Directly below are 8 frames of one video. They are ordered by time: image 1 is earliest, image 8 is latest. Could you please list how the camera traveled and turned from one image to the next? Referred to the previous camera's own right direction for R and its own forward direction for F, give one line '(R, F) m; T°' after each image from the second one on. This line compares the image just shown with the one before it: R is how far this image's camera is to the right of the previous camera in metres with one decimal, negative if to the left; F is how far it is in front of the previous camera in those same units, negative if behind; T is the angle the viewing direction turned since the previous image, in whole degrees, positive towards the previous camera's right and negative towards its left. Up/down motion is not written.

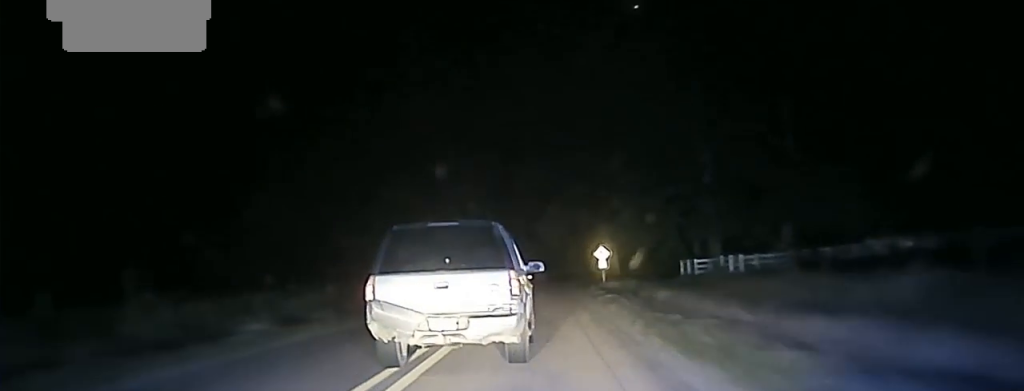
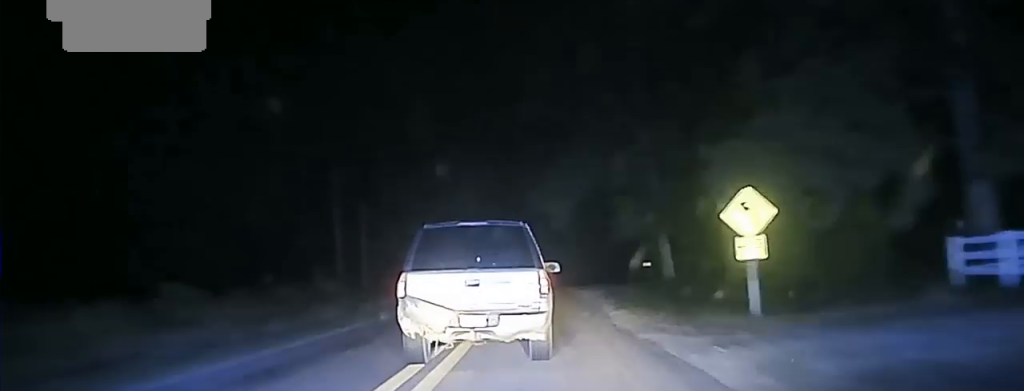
(0.0, +40.5) m; 0°
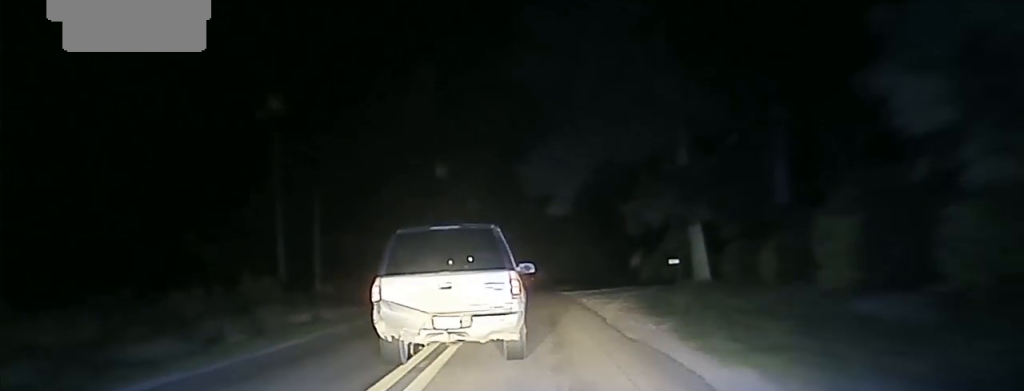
(-0.1, +12.4) m; 0°
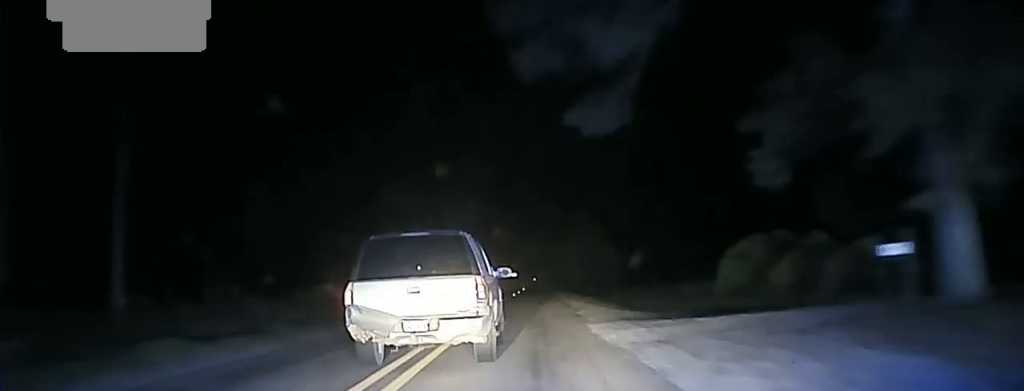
(-0.2, +28.0) m; 0°
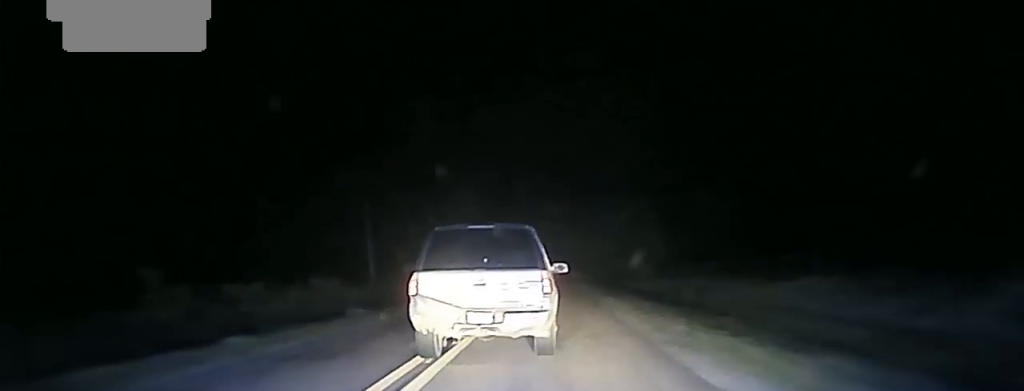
(+0.1, +46.5) m; 0°
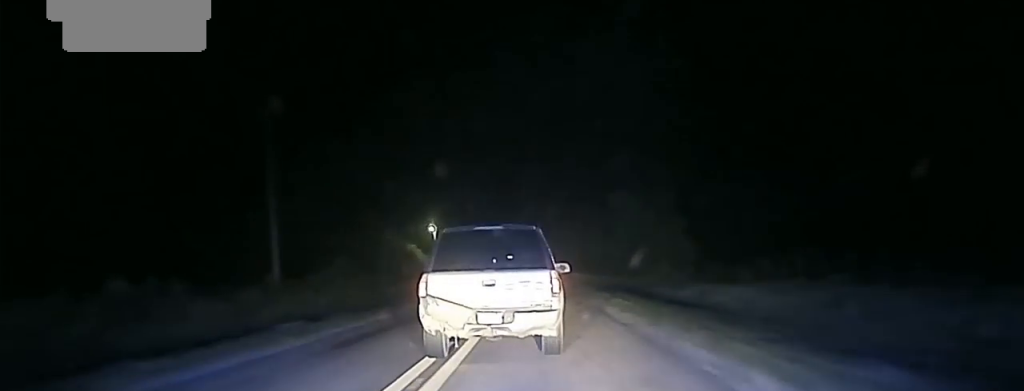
(-0.1, +29.5) m; 0°
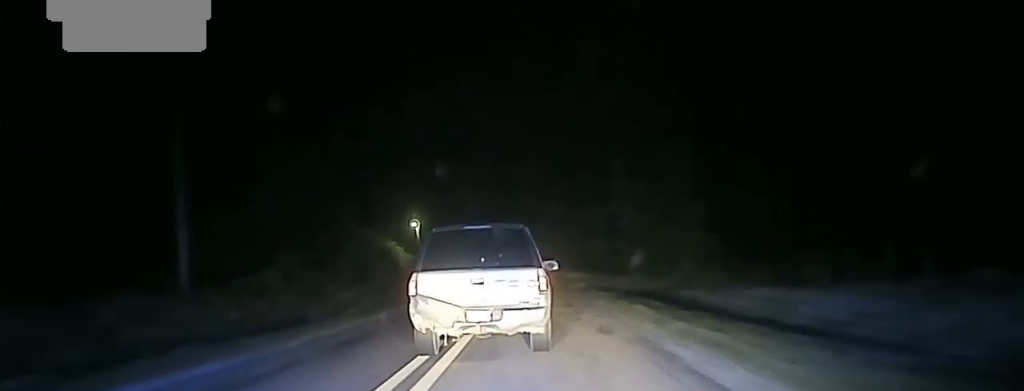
(-0.1, +14.2) m; 0°
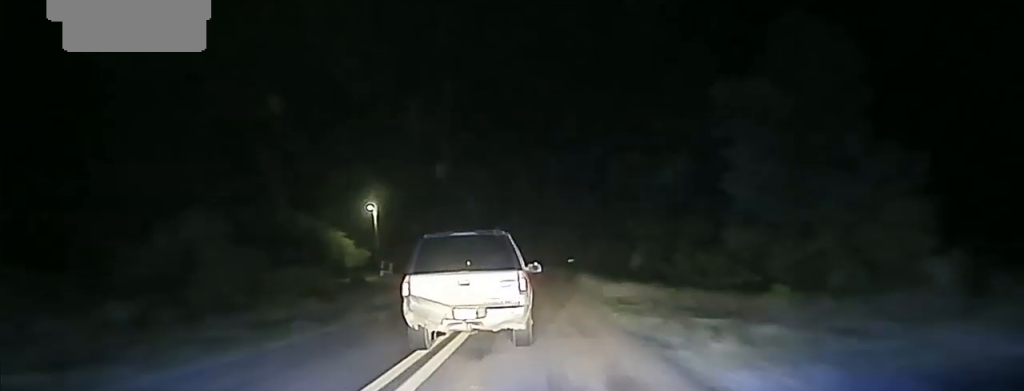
(+0.3, +39.8) m; 0°
